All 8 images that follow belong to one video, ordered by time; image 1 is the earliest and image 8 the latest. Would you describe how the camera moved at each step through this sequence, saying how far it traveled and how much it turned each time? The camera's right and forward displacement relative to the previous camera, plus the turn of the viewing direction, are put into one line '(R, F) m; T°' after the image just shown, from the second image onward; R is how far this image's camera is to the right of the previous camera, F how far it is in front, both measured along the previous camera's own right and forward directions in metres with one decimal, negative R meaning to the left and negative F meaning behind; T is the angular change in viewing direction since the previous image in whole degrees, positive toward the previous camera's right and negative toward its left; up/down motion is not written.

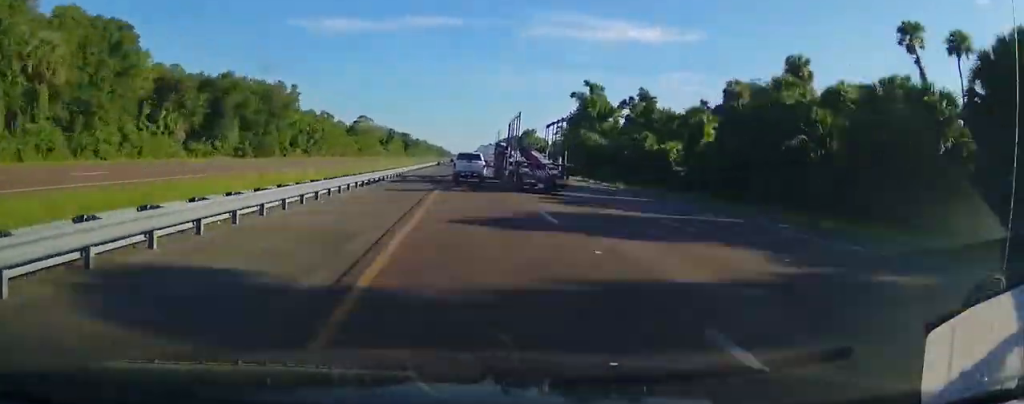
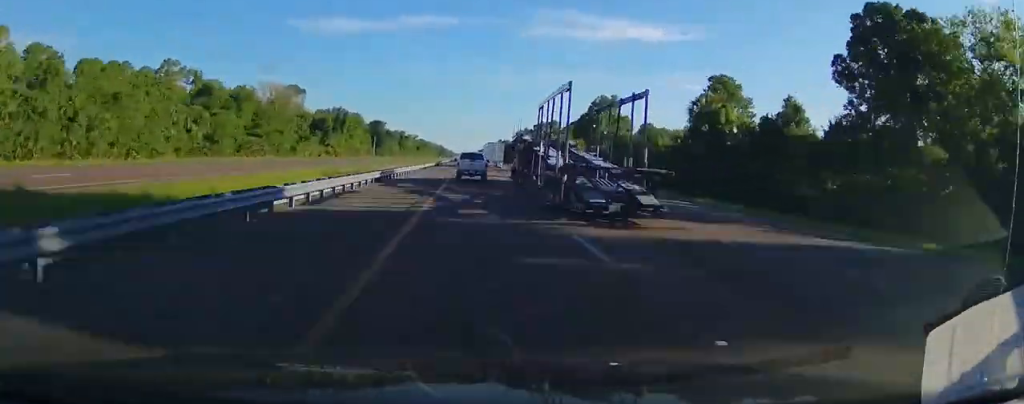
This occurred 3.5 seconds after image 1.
(+0.1, +123.4) m; 0°
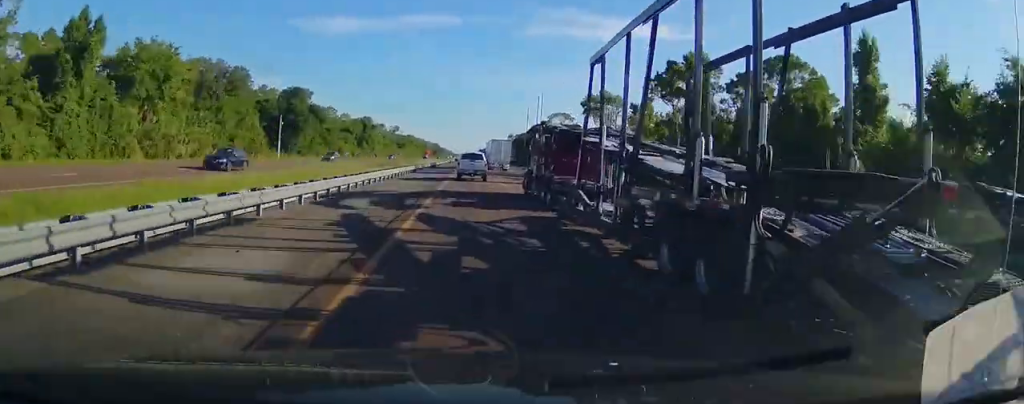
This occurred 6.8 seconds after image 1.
(0.0, +117.5) m; 0°
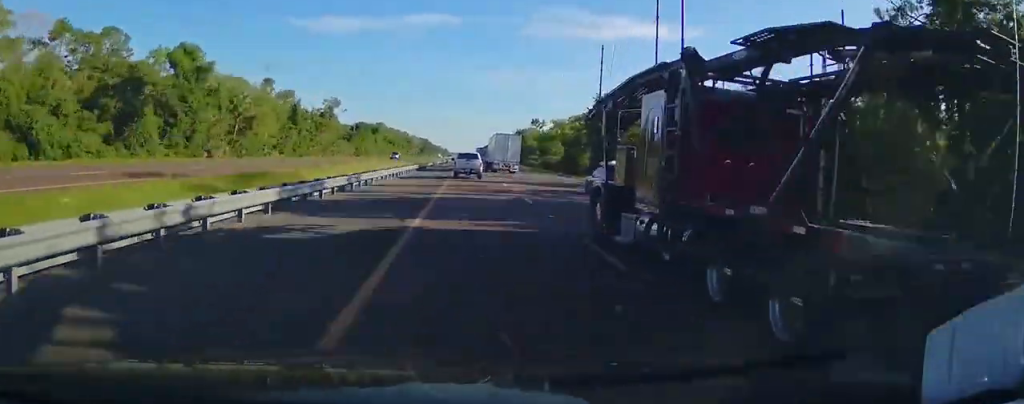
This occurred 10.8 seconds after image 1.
(-0.5, +138.2) m; 0°
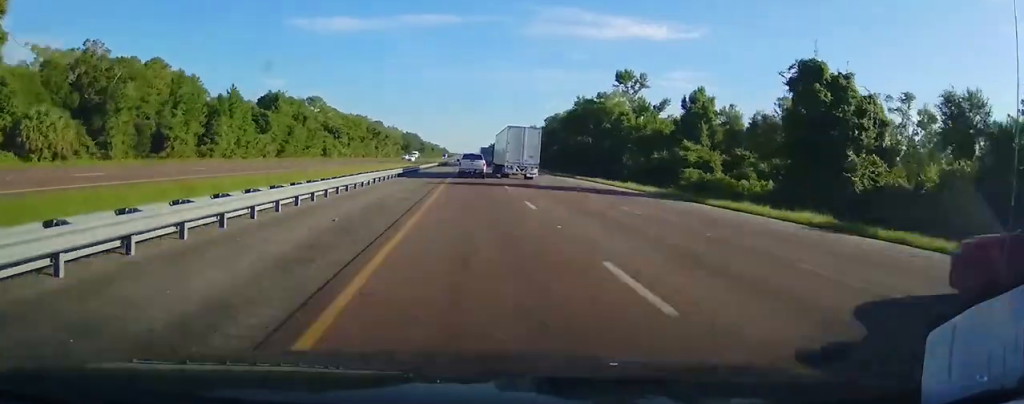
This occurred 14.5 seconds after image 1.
(+1.0, +125.2) m; 0°
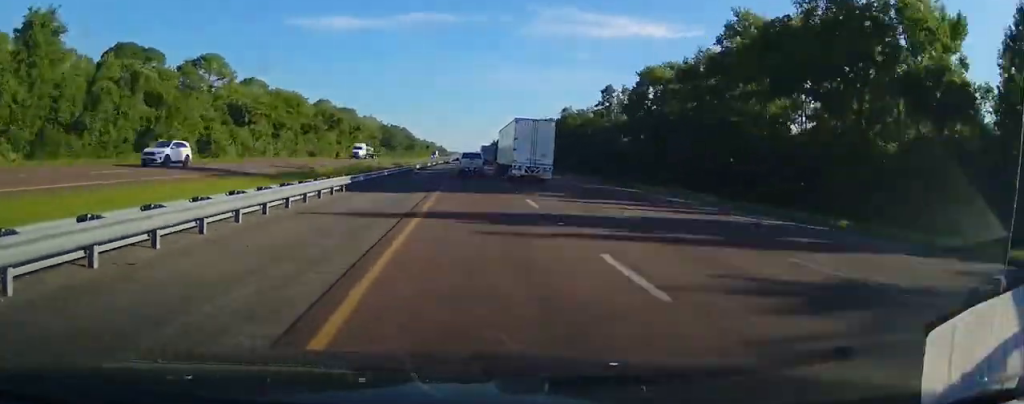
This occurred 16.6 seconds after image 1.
(-0.5, +64.2) m; 0°
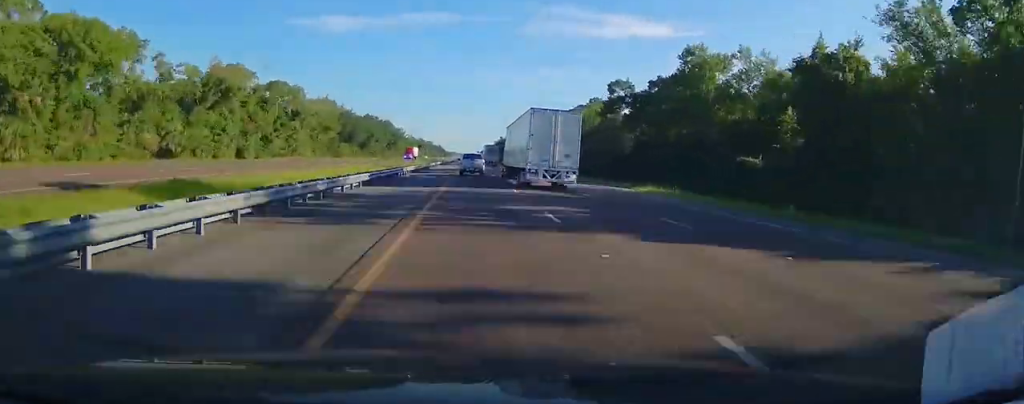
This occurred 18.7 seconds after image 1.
(-0.3, +67.8) m; 0°
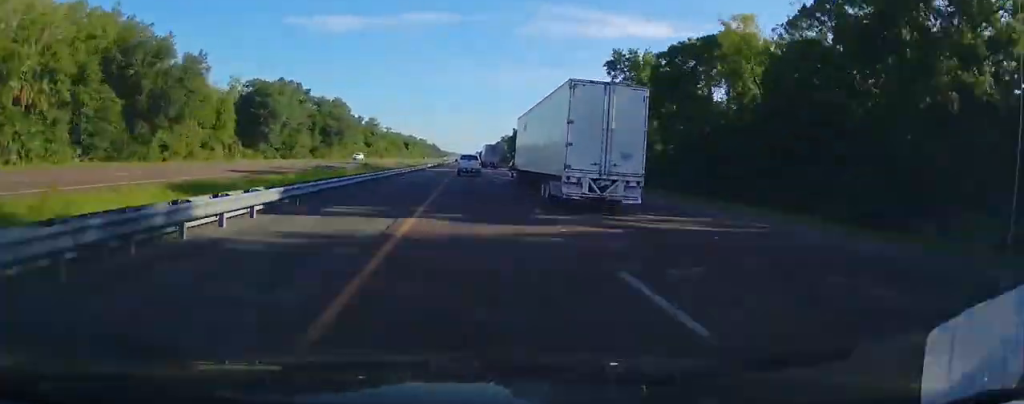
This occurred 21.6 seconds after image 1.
(+0.4, +87.0) m; 0°
